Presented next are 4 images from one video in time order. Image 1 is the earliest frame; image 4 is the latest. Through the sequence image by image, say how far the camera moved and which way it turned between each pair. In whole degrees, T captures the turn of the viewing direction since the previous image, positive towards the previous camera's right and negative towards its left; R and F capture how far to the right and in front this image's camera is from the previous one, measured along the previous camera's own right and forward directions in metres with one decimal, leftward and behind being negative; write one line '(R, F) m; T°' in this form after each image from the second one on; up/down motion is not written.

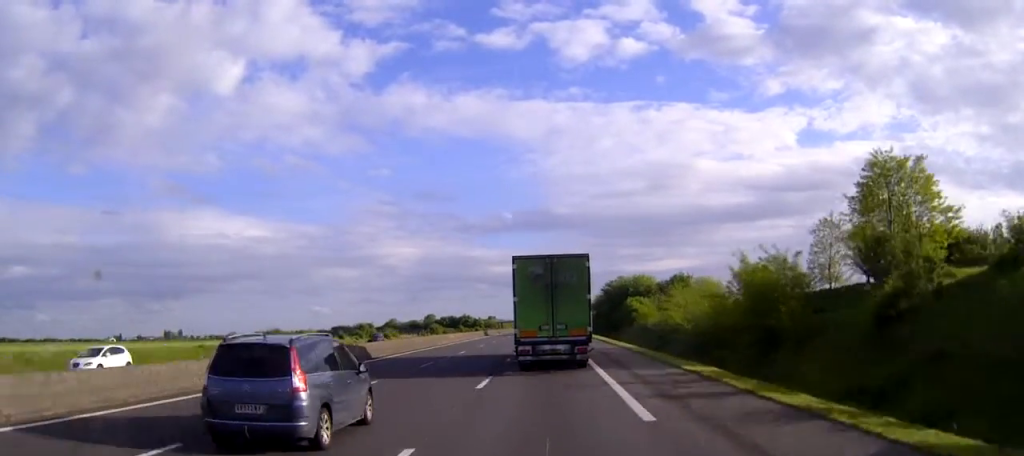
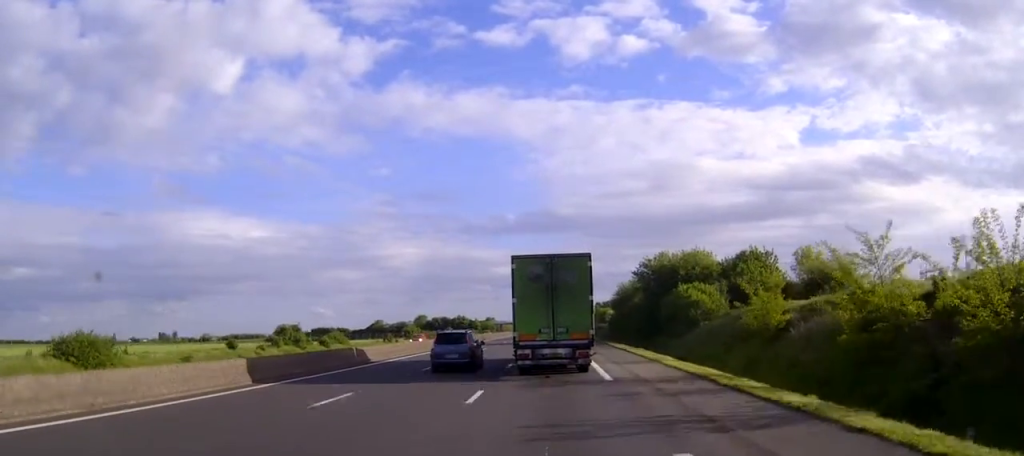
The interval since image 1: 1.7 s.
(0.0, +42.3) m; 0°
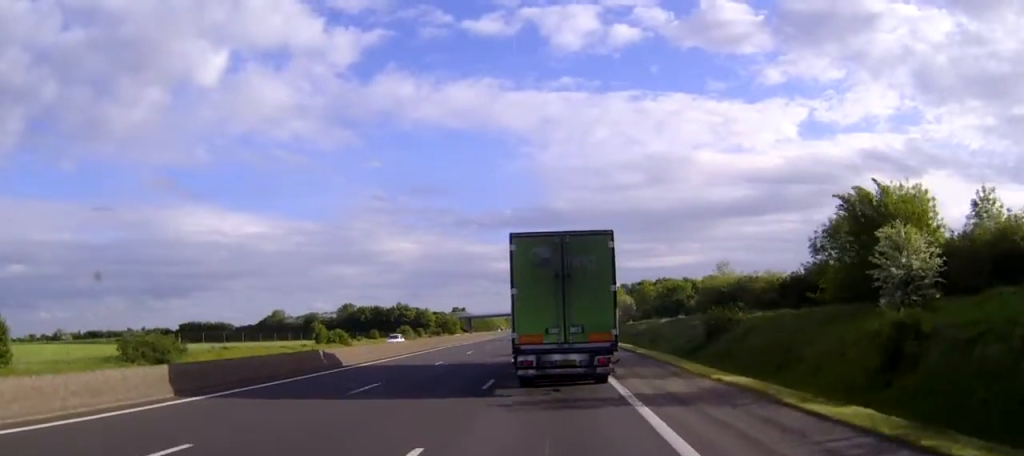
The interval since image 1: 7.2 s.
(-0.8, +140.2) m; 0°
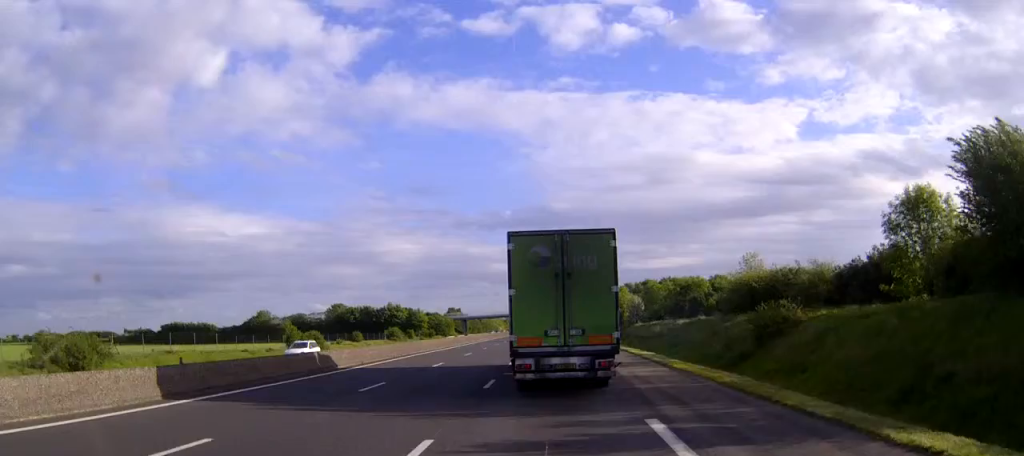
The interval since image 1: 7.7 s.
(0.0, +12.0) m; 0°
